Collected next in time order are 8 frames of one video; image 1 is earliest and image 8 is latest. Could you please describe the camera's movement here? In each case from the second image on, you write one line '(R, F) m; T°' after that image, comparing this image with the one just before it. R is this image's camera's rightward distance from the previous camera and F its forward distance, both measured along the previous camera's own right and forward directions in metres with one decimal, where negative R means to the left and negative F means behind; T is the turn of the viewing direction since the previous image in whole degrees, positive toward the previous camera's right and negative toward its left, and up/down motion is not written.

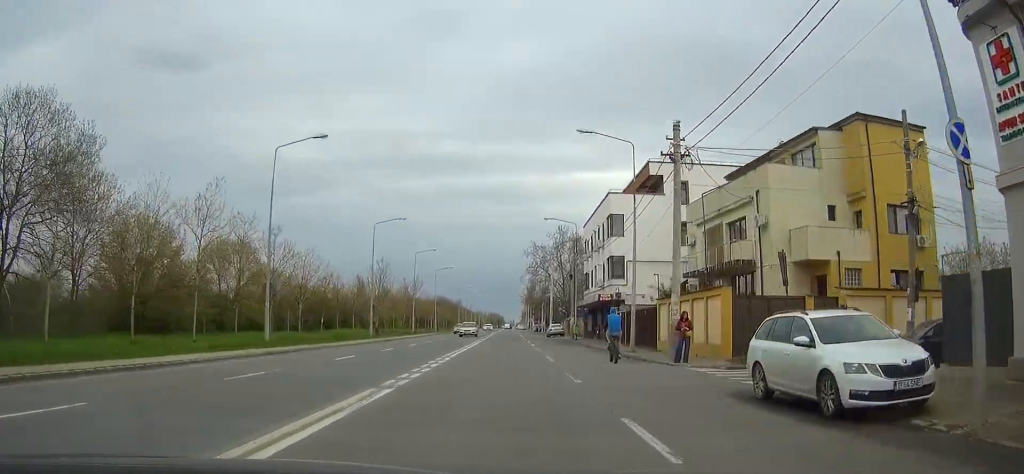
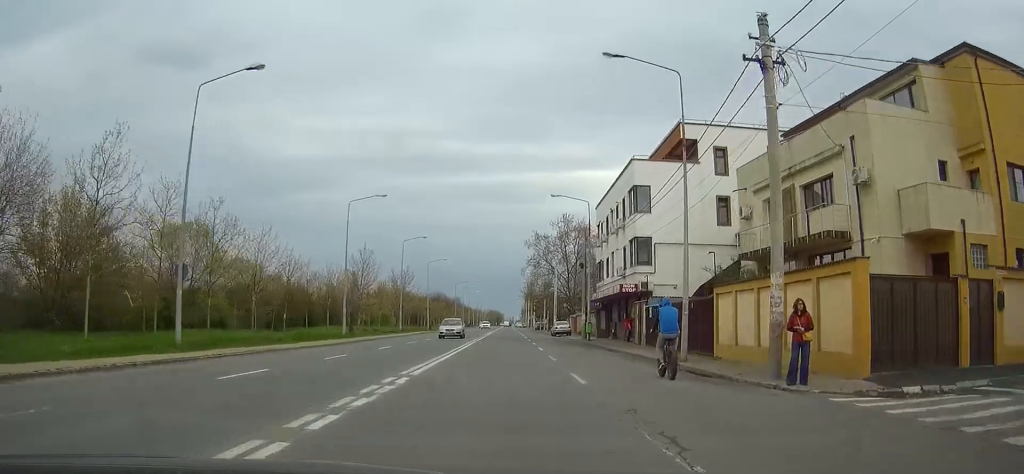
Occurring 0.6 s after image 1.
(0.0, +9.8) m; 0°
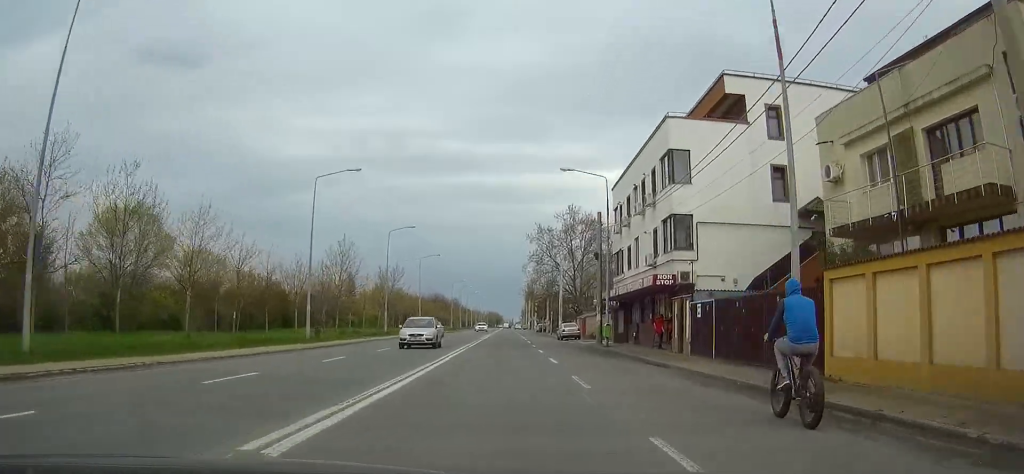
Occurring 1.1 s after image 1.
(0.0, +9.2) m; 0°
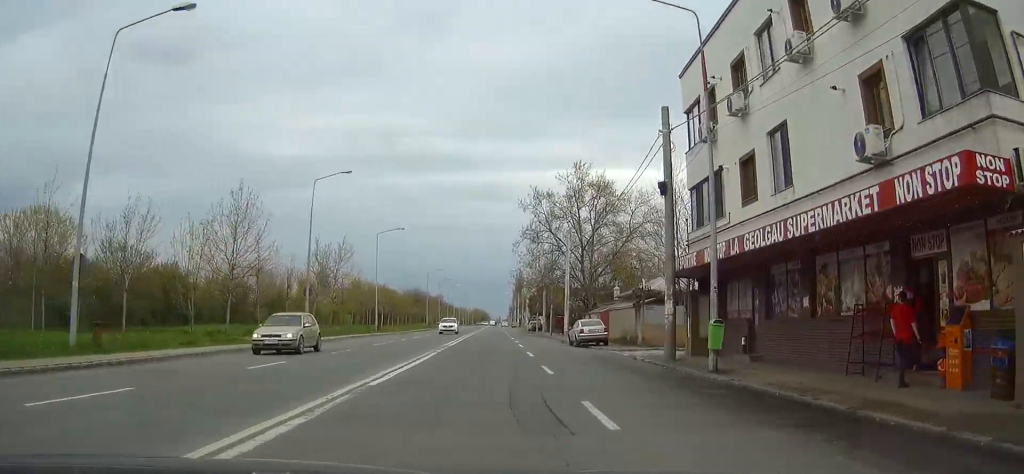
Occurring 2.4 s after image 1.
(+0.1, +23.1) m; +1°
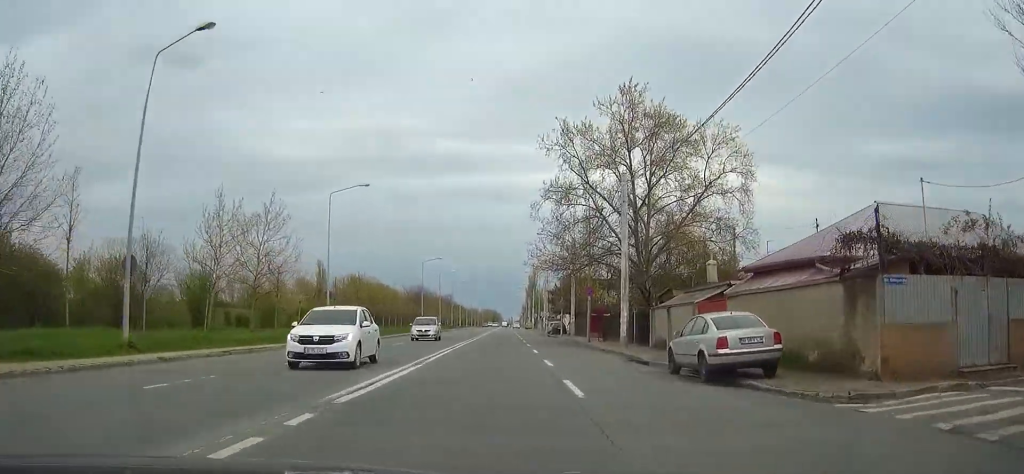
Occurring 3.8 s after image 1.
(+0.1, +23.3) m; 0°
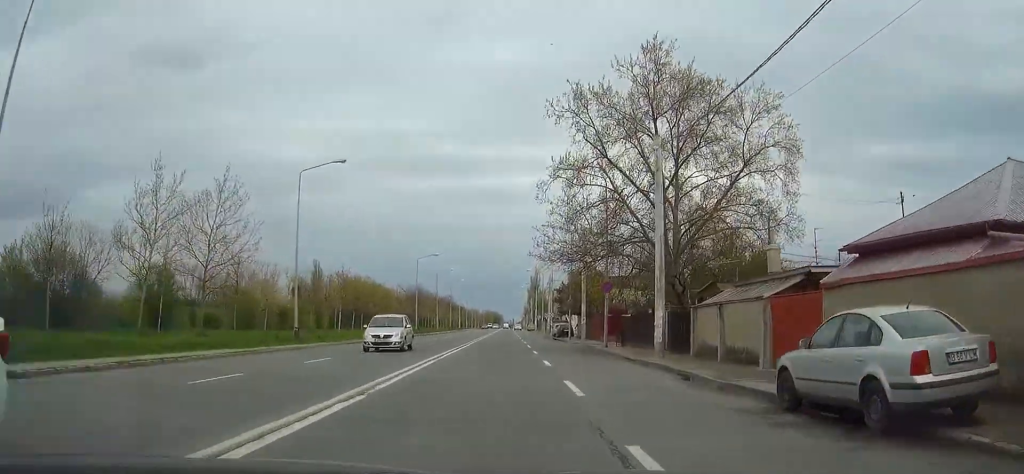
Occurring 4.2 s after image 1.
(-0.1, +7.6) m; 0°
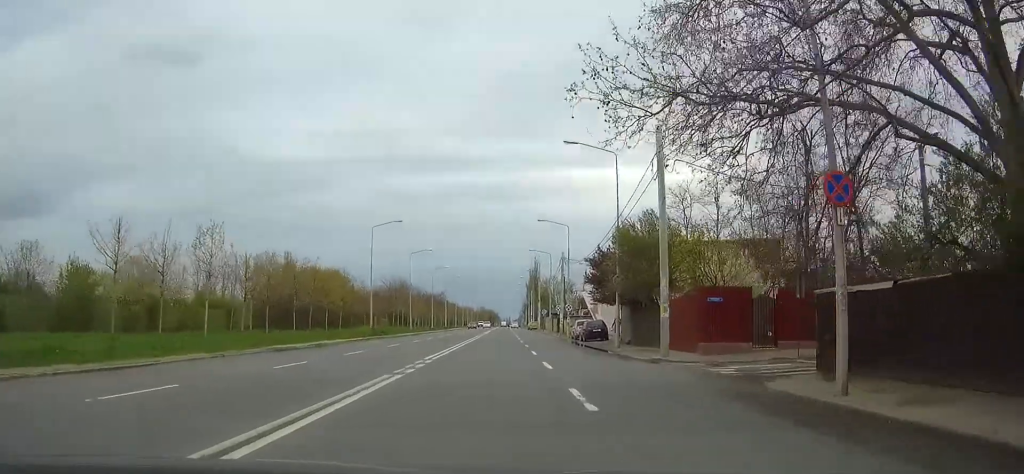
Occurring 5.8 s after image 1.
(-0.1, +28.9) m; 0°
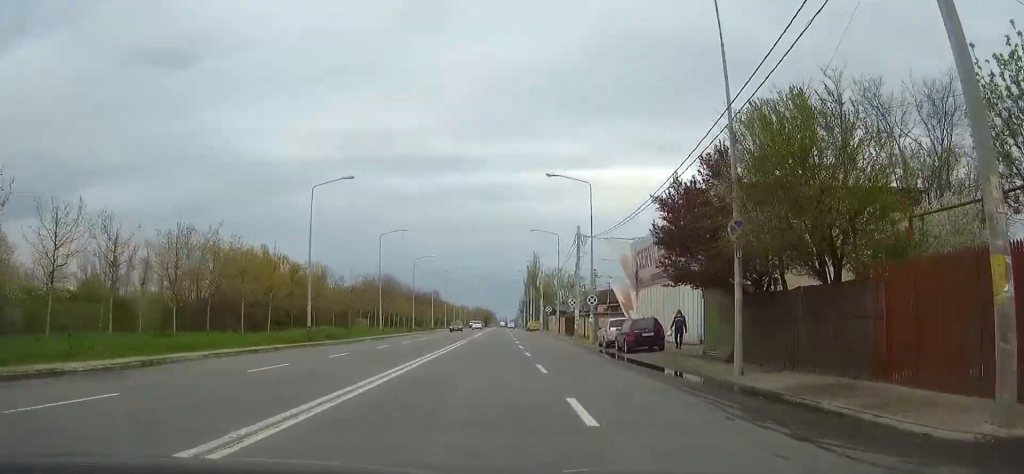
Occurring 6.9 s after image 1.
(0.0, +19.0) m; 0°
